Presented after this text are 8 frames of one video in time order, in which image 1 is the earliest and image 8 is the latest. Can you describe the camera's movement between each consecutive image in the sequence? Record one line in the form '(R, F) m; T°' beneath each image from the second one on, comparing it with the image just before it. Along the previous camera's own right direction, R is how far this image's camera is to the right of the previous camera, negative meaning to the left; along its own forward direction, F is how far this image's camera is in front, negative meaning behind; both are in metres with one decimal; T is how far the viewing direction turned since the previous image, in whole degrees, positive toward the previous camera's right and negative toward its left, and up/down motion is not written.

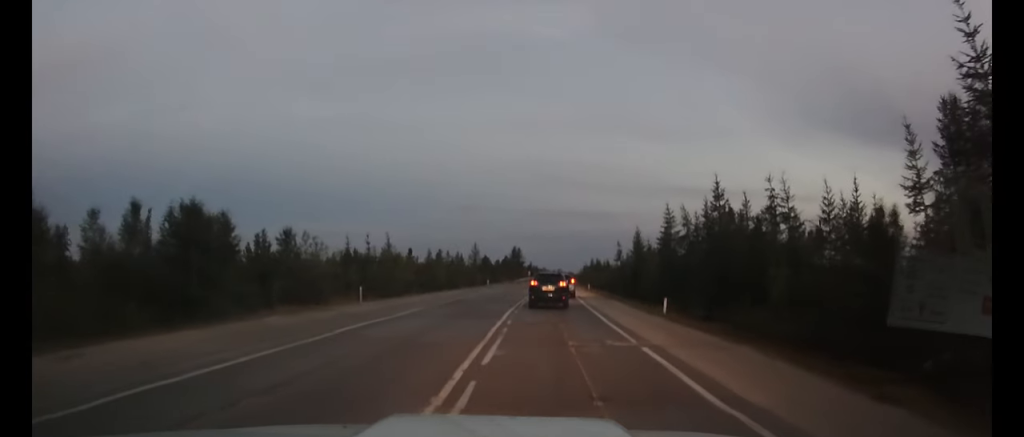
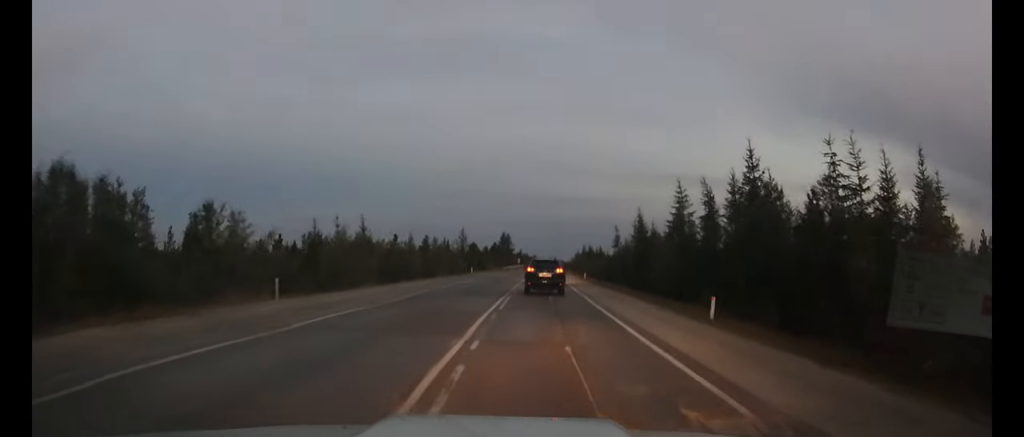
(+0.1, +7.8) m; +1°
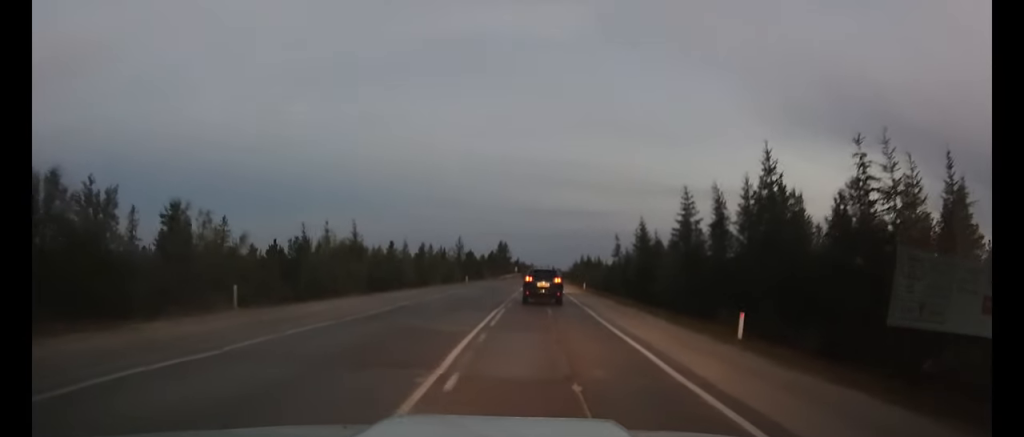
(0.0, +2.5) m; 0°
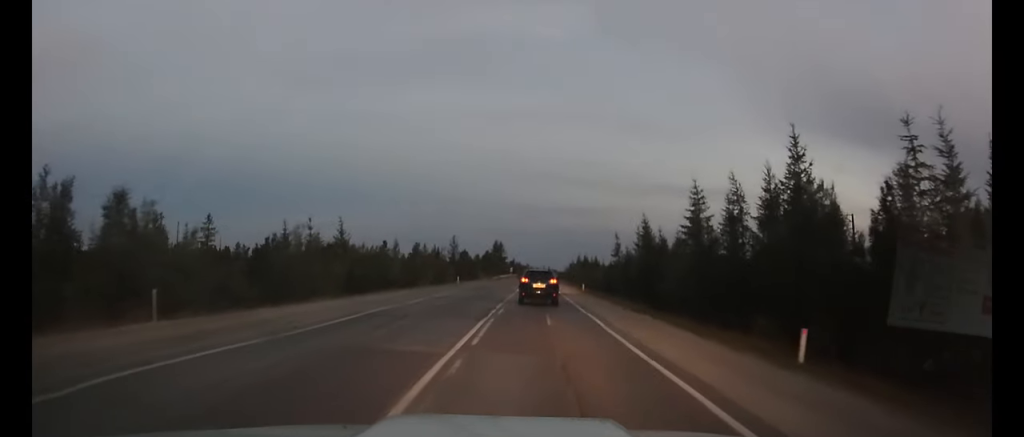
(0.0, +3.7) m; 0°
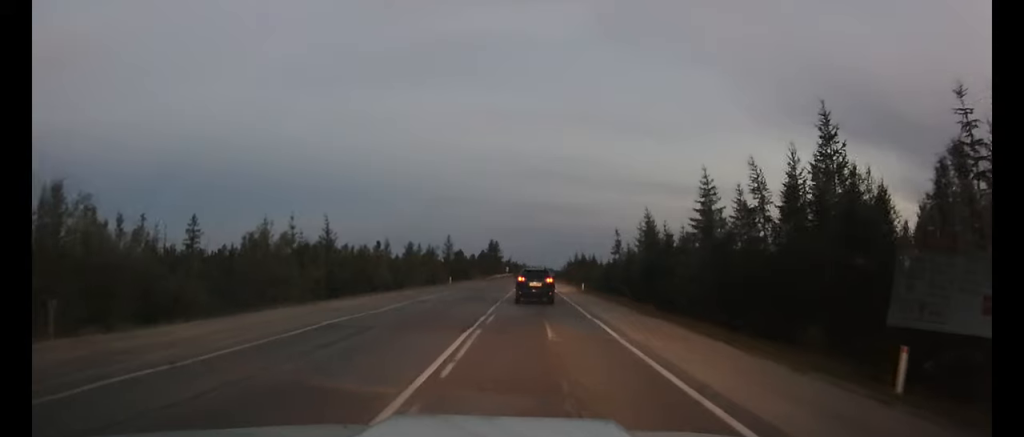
(0.0, +3.5) m; +1°
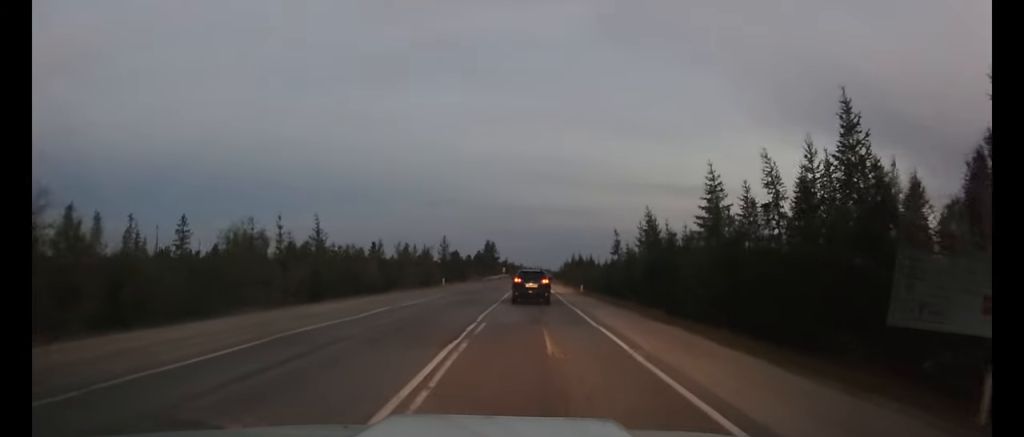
(0.0, +2.1) m; 0°
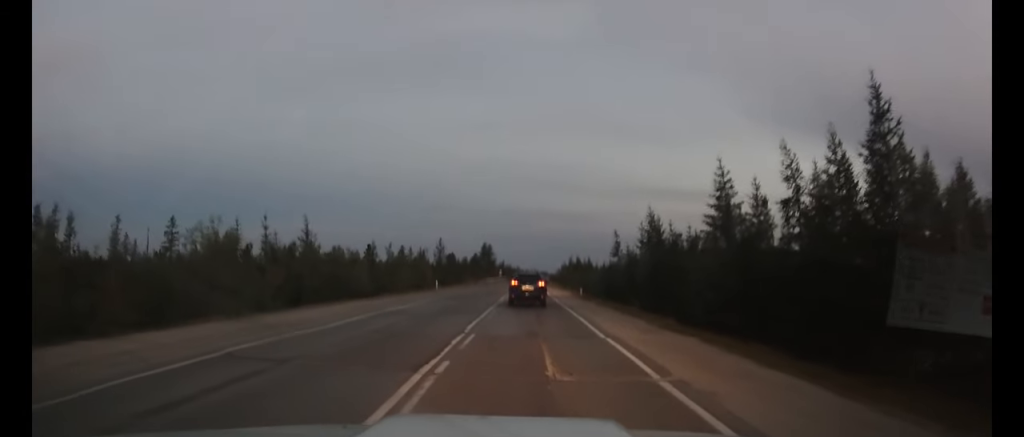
(0.0, +2.4) m; +1°
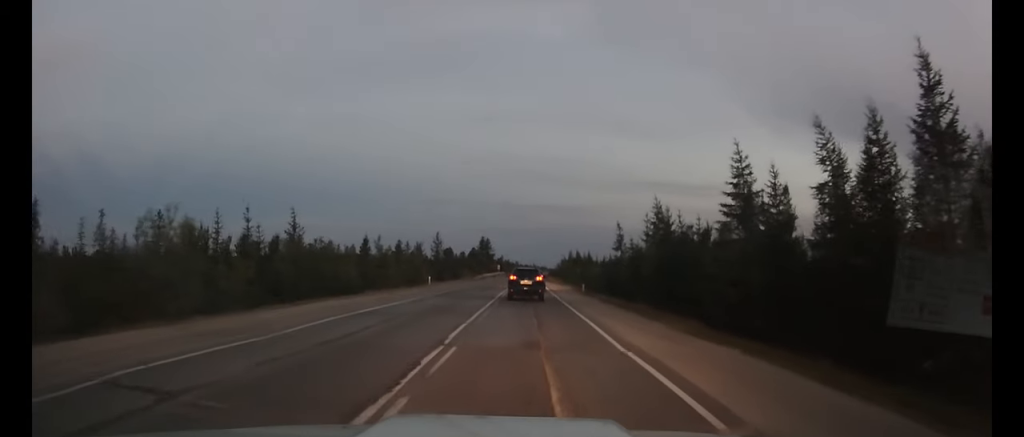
(0.0, +3.2) m; +1°
